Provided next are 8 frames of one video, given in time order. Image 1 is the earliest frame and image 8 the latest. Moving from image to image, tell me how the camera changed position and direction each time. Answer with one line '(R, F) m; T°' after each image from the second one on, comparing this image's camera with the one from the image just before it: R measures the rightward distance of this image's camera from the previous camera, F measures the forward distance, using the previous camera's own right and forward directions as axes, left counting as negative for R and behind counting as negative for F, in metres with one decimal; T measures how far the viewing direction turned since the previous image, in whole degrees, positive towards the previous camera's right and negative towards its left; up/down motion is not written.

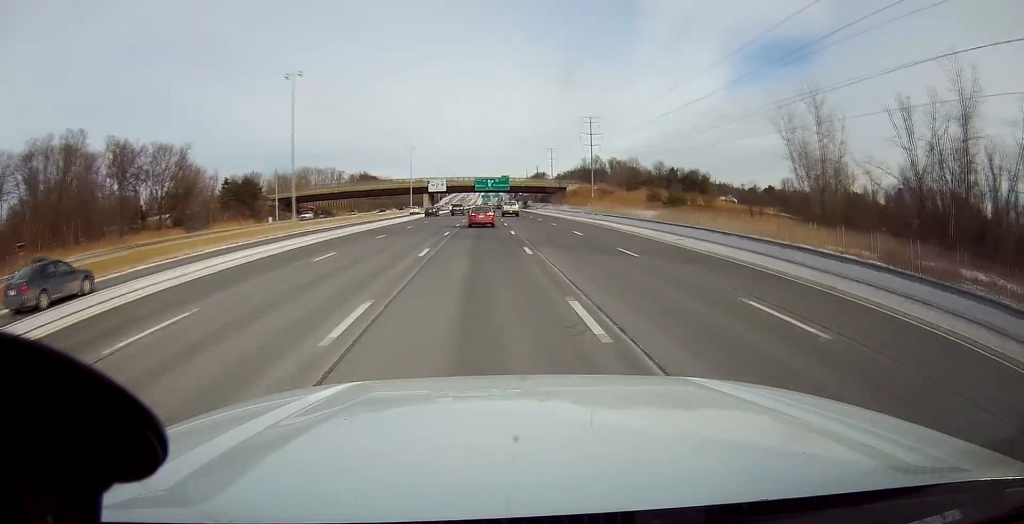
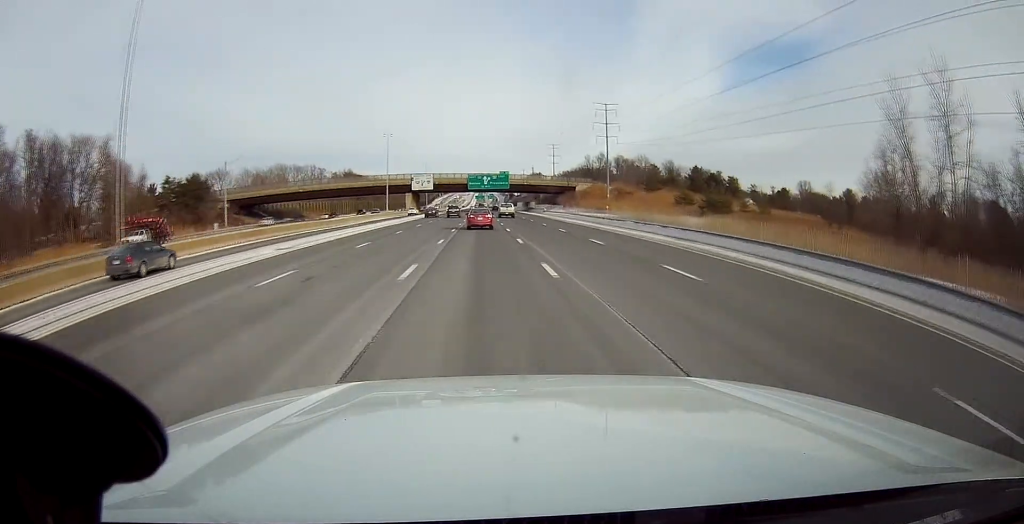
(+0.3, +30.0) m; +1°
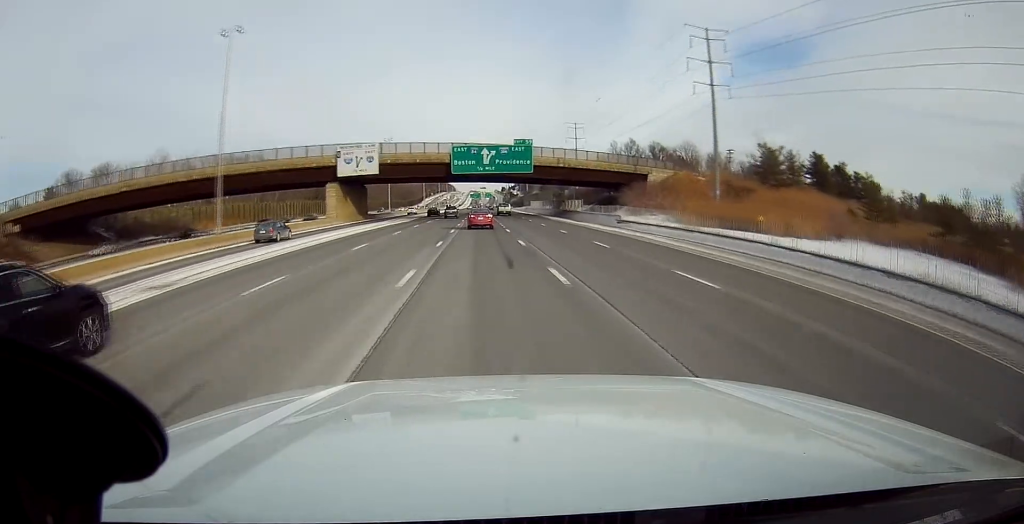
(-0.1, +75.4) m; 0°
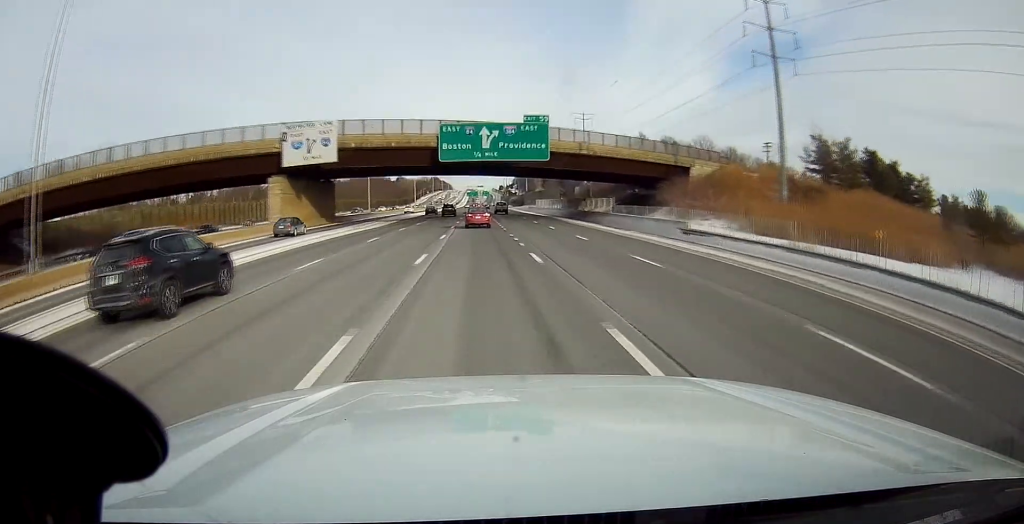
(+0.4, +20.1) m; +1°
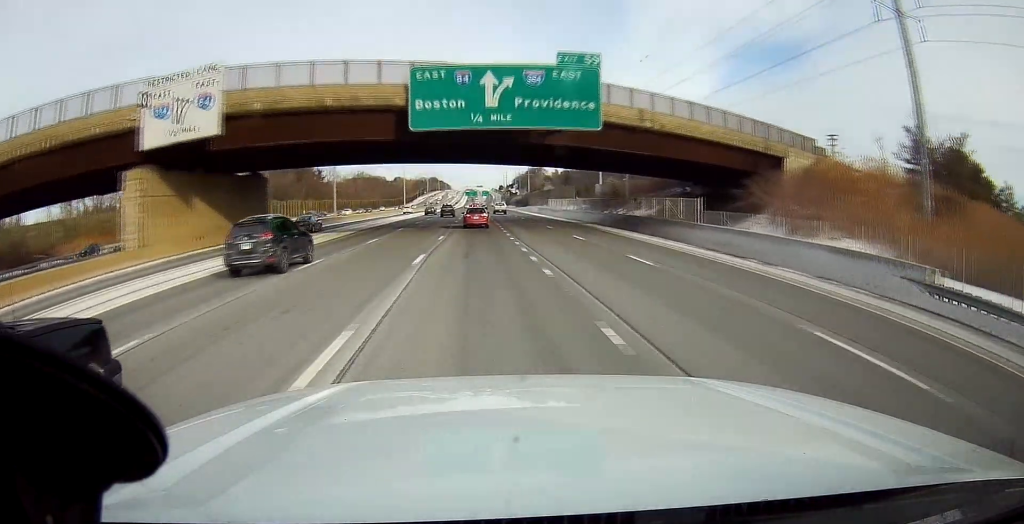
(+0.2, +24.3) m; +1°
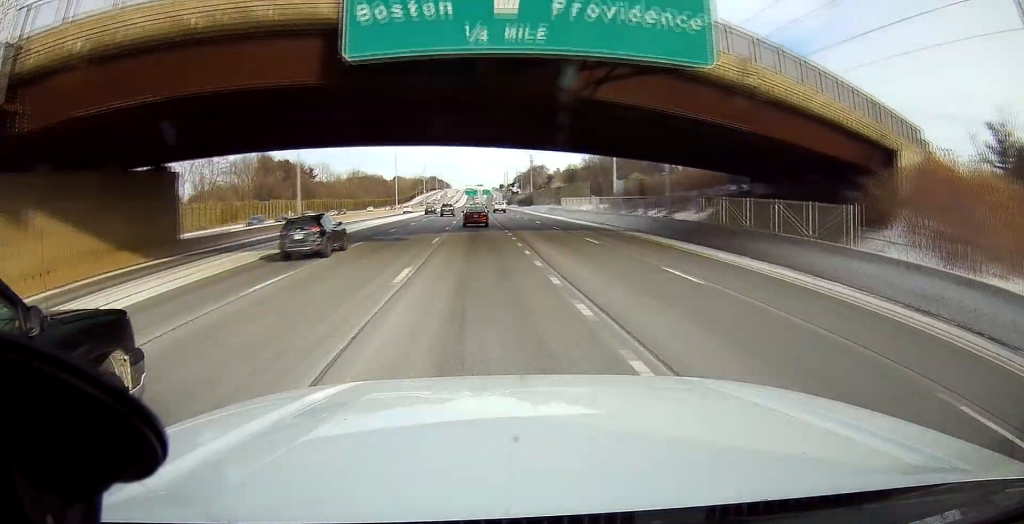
(-0.1, +16.3) m; +1°
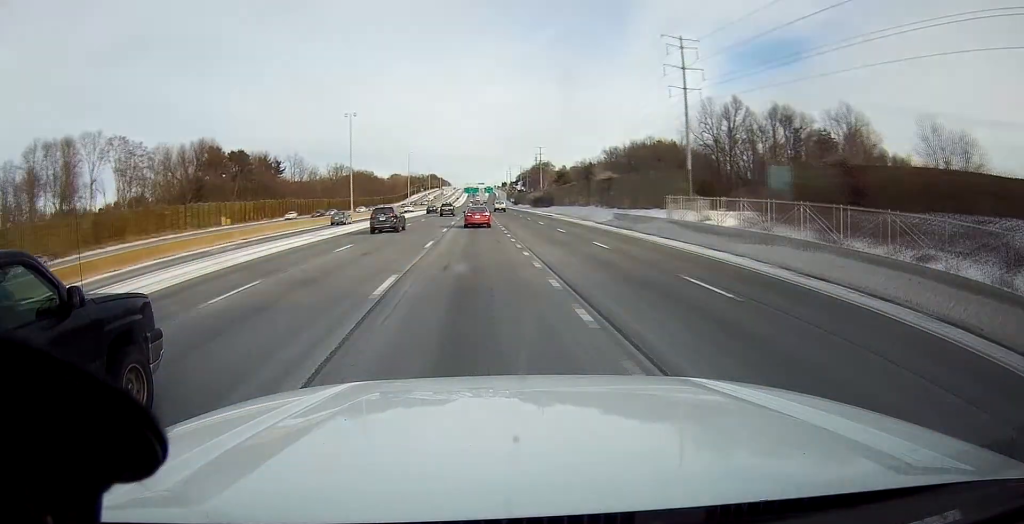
(+0.1, +51.1) m; -1°
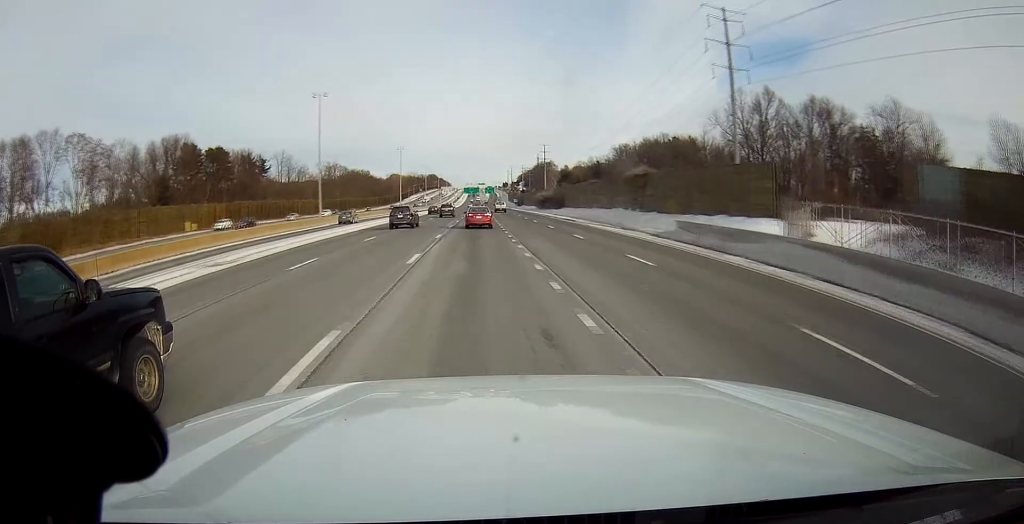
(-0.2, +18.3) m; -1°
